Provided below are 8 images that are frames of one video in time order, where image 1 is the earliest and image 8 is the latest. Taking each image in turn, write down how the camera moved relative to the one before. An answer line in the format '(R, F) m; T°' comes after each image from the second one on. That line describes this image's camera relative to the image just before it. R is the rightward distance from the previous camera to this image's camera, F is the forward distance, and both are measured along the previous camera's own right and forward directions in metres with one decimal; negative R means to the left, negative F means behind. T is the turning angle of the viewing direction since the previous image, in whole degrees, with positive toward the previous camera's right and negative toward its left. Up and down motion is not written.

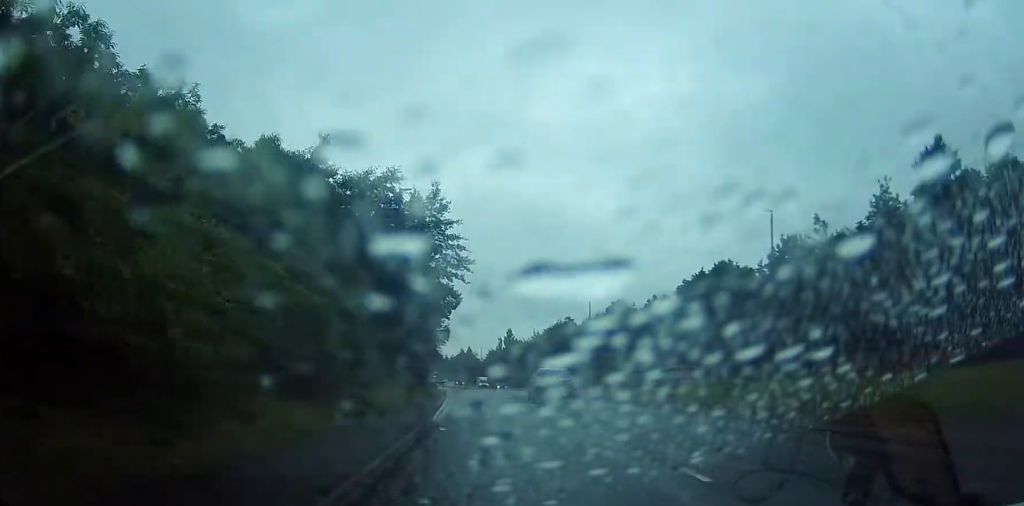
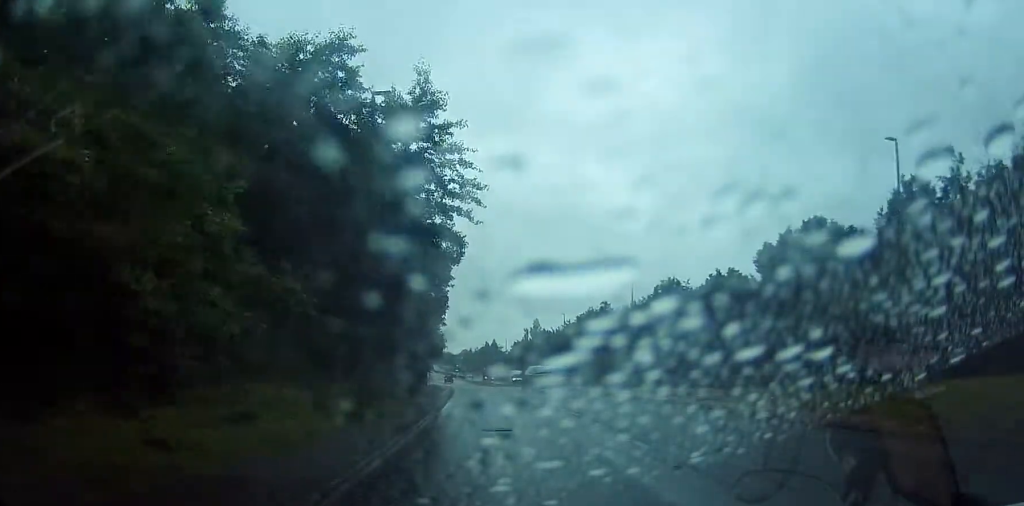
(-0.4, +14.9) m; -3°
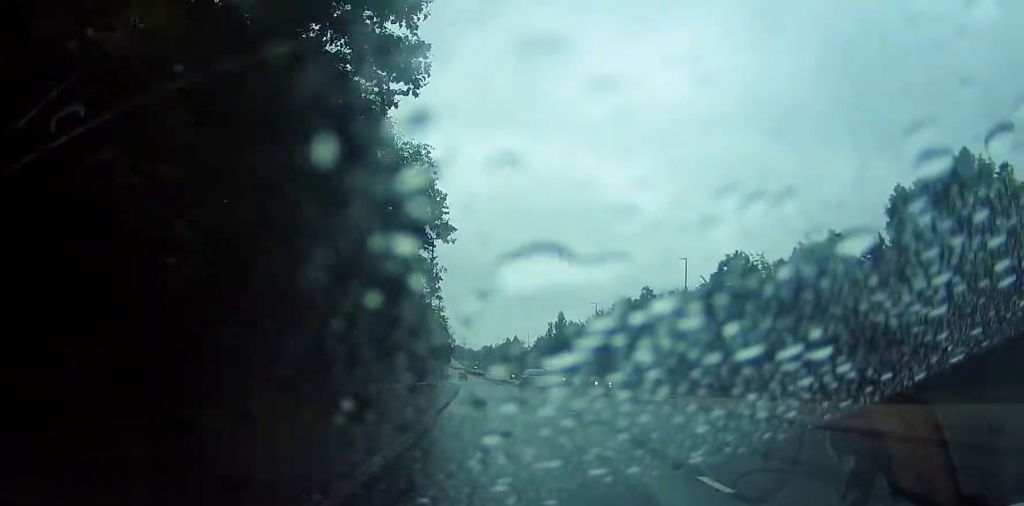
(-0.3, +15.5) m; -1°
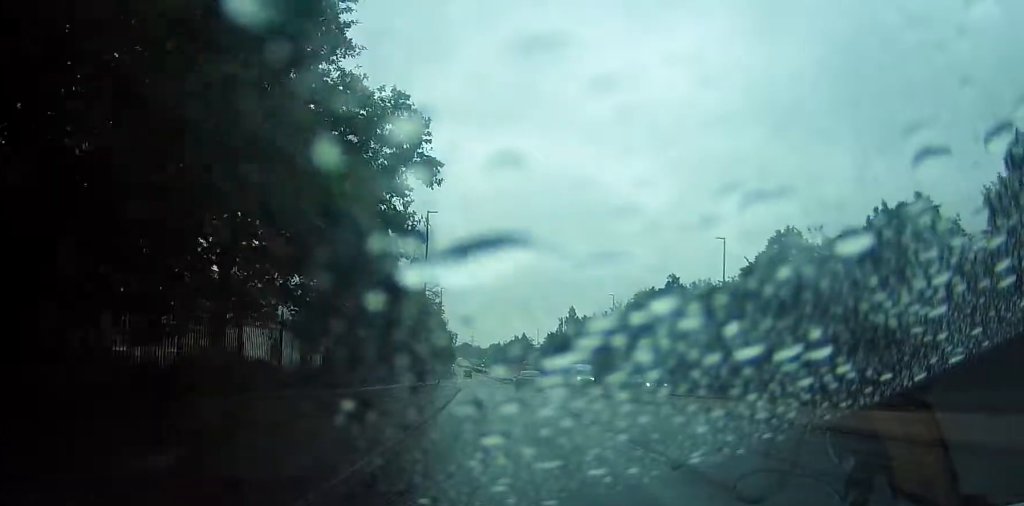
(0.0, +9.6) m; 0°
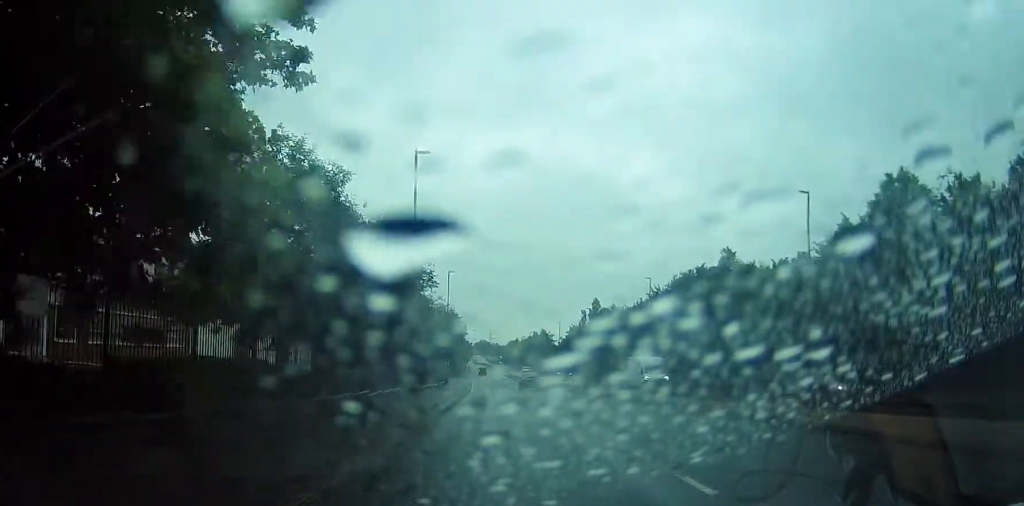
(0.0, +14.2) m; -1°
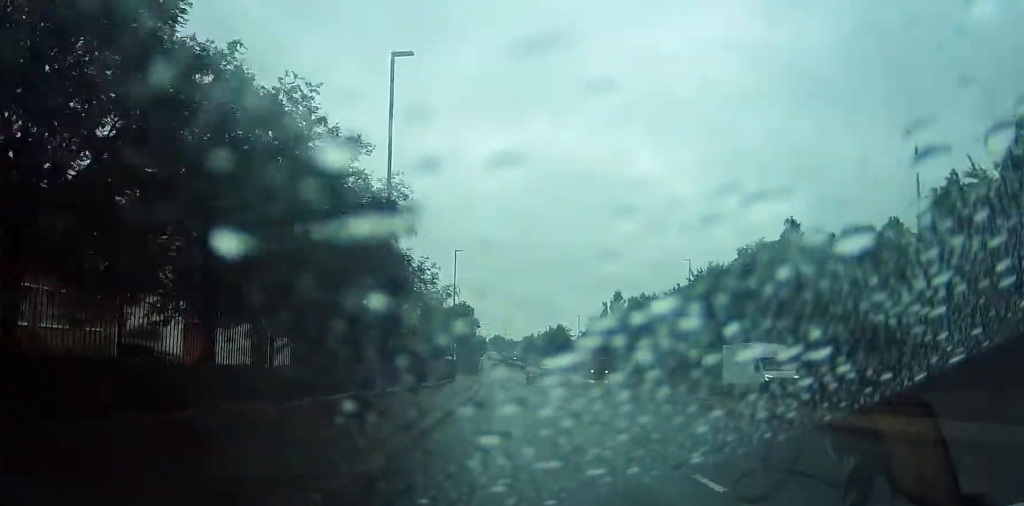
(-0.1, +11.8) m; 0°
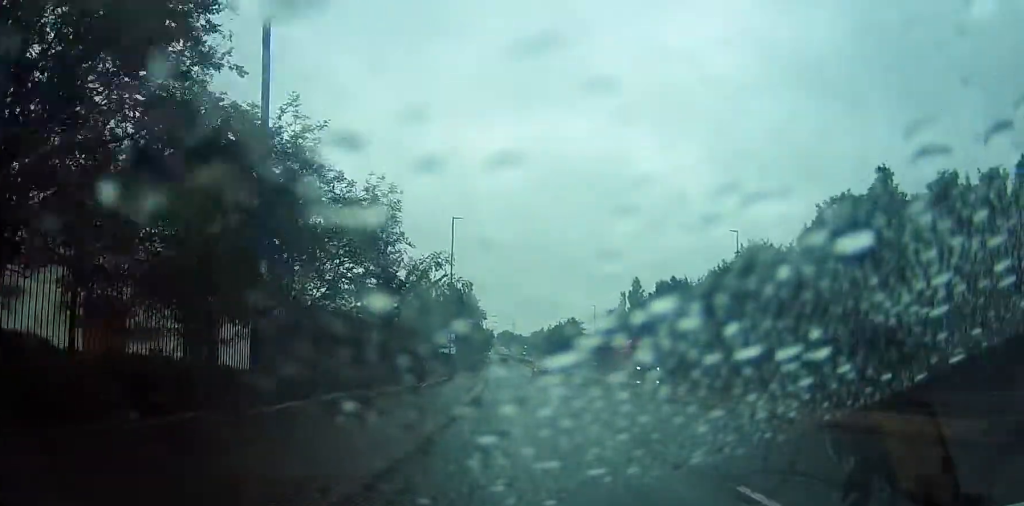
(+0.1, +13.0) m; -1°
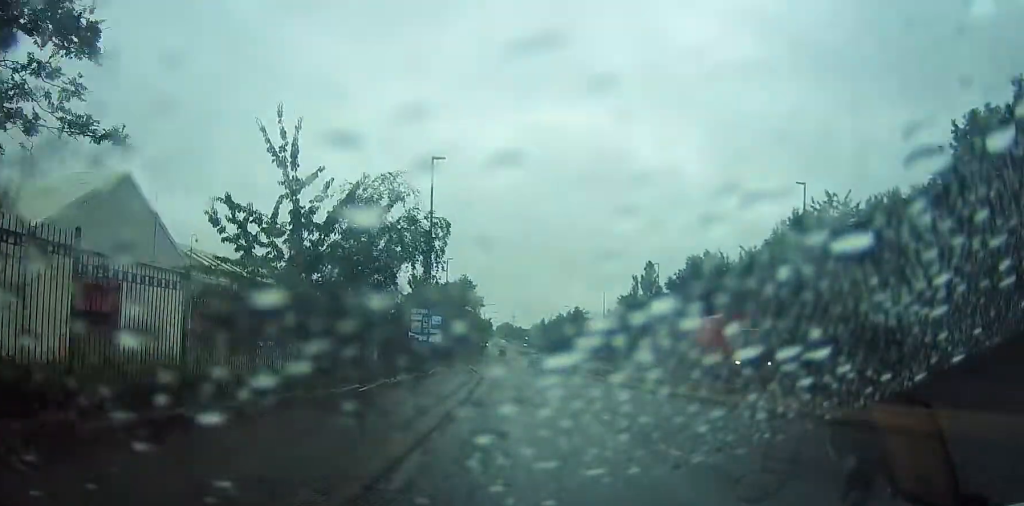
(-0.3, +13.9) m; -2°
